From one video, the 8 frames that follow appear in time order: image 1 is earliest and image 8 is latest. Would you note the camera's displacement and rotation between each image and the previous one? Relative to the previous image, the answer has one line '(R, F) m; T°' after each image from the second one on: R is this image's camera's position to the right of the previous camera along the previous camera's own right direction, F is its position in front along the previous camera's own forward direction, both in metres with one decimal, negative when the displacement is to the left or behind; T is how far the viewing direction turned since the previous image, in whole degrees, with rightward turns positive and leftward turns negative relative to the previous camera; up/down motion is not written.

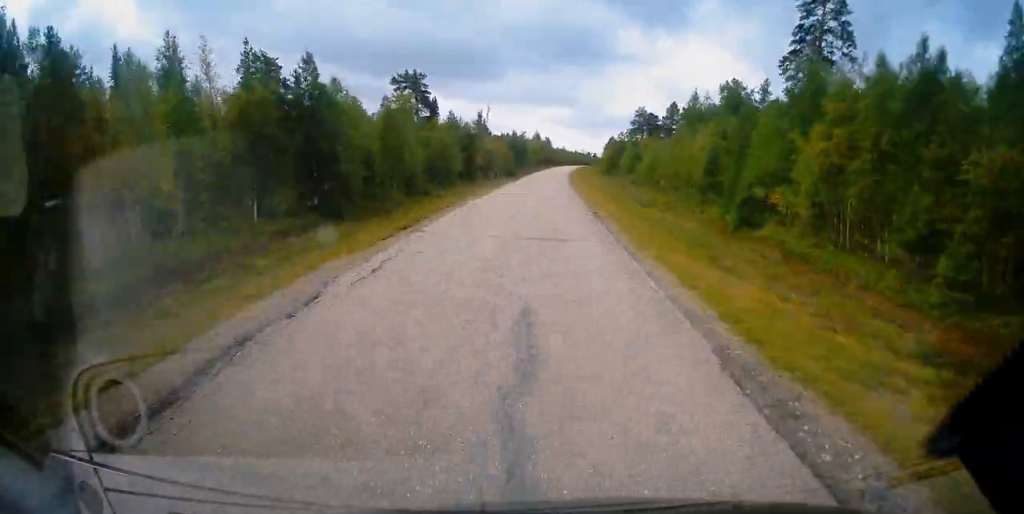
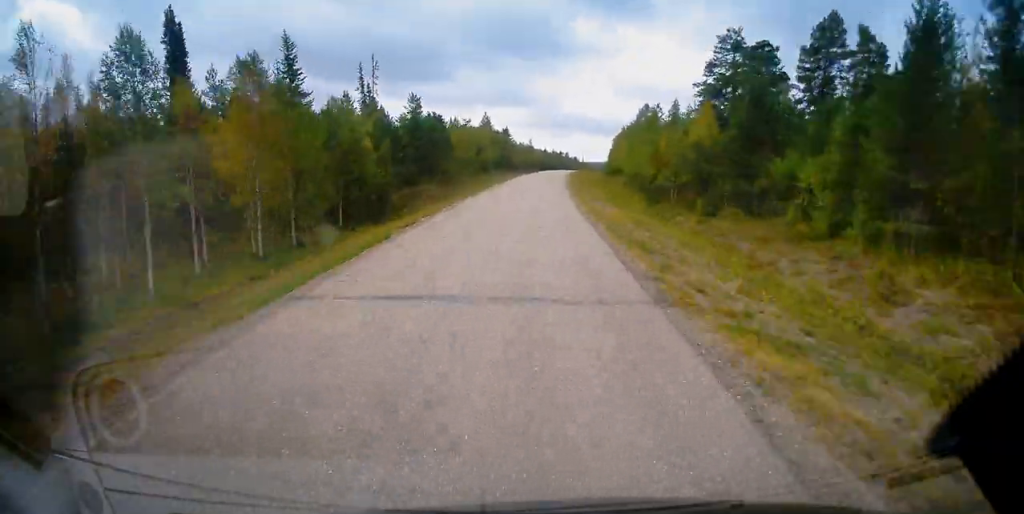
(+2.7, +93.6) m; +3°
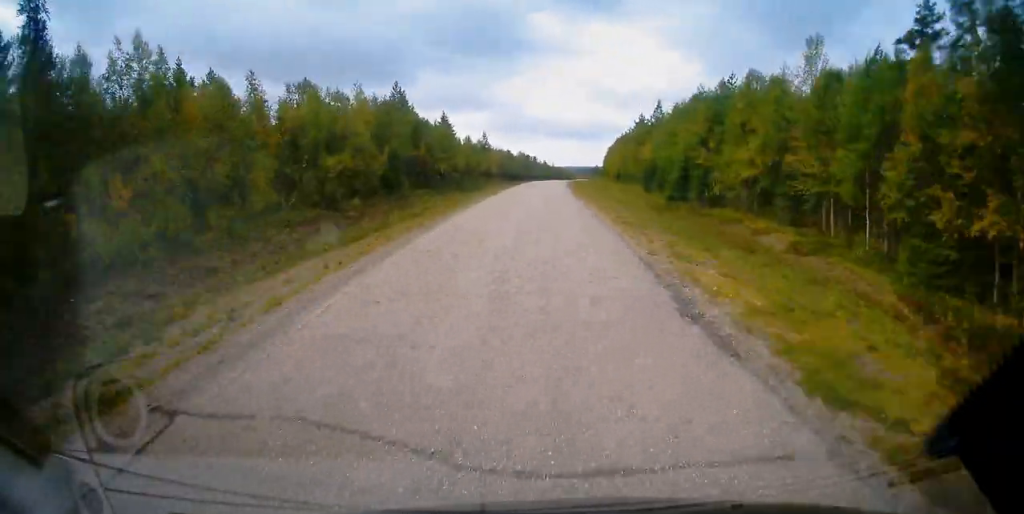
(+1.2, +66.1) m; +3°
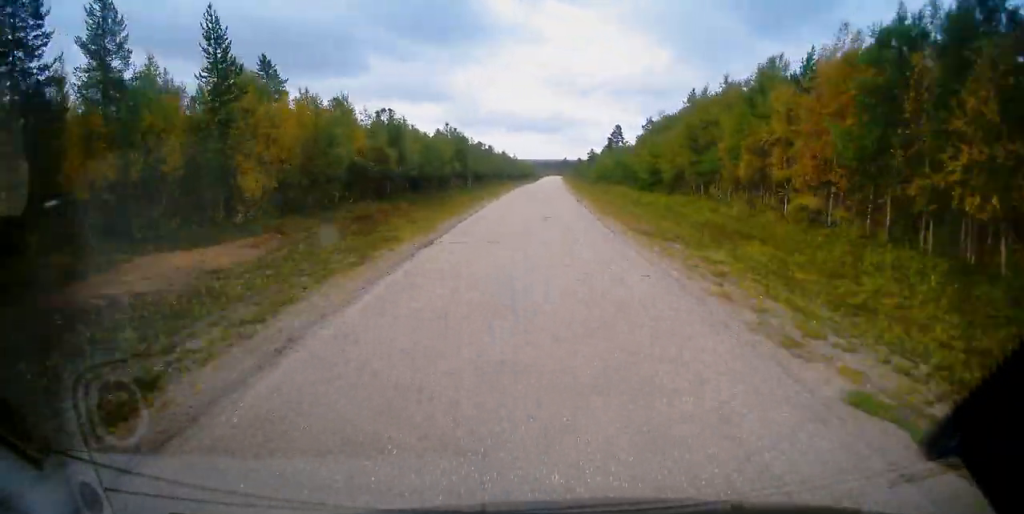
(+3.5, +89.4) m; +4°
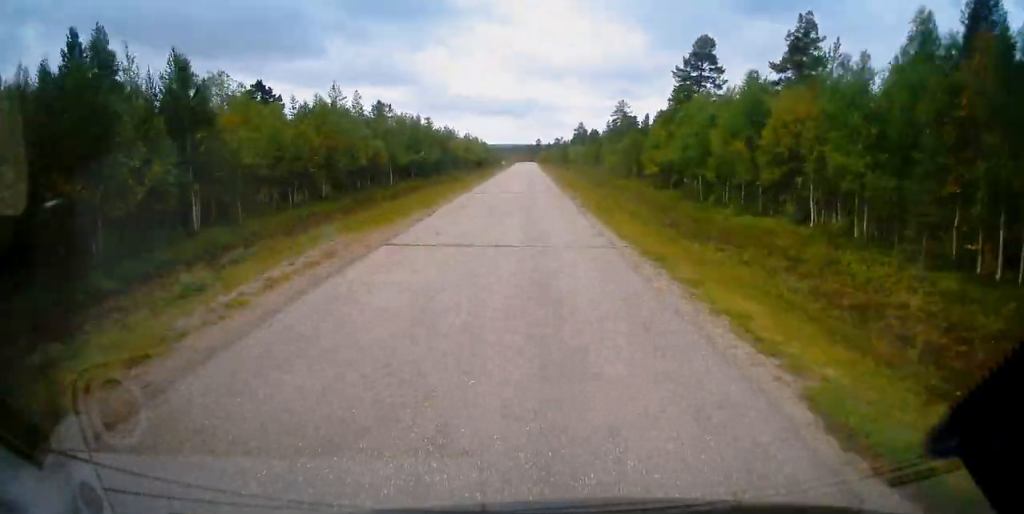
(+2.7, +95.0) m; +2°
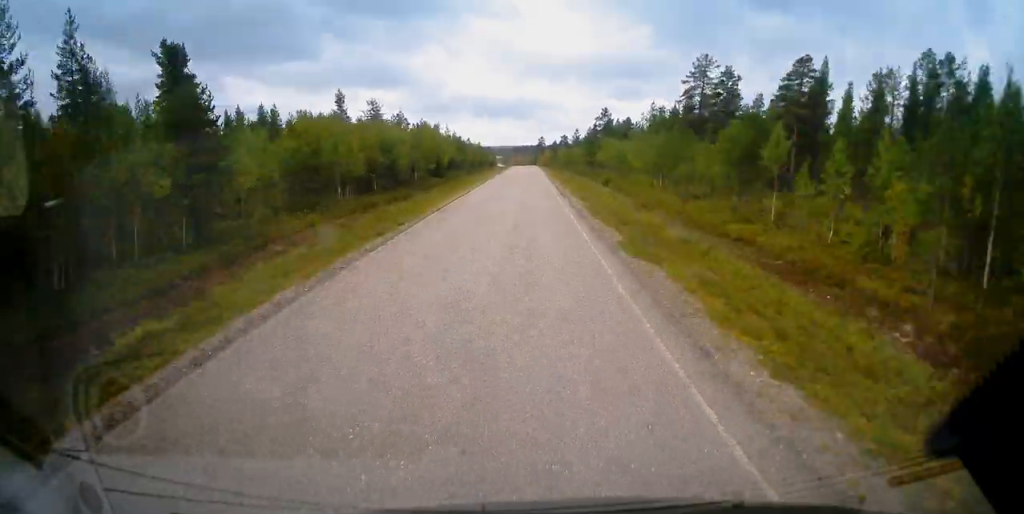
(+0.1, +64.2) m; 0°
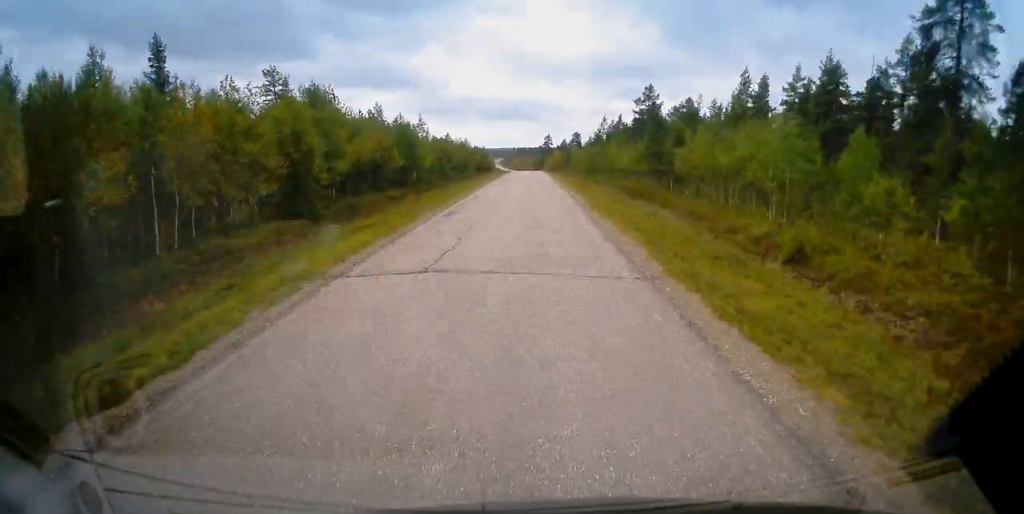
(-0.2, +49.9) m; 0°
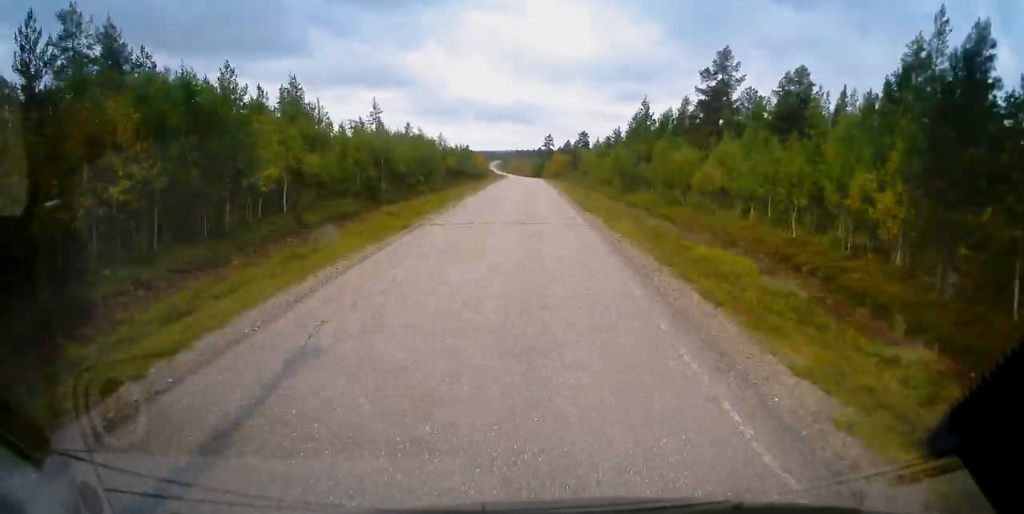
(0.0, +37.8) m; 0°
